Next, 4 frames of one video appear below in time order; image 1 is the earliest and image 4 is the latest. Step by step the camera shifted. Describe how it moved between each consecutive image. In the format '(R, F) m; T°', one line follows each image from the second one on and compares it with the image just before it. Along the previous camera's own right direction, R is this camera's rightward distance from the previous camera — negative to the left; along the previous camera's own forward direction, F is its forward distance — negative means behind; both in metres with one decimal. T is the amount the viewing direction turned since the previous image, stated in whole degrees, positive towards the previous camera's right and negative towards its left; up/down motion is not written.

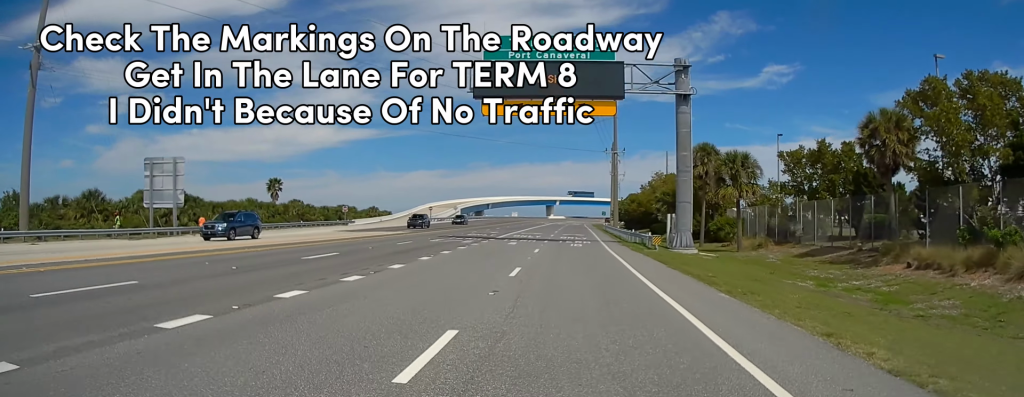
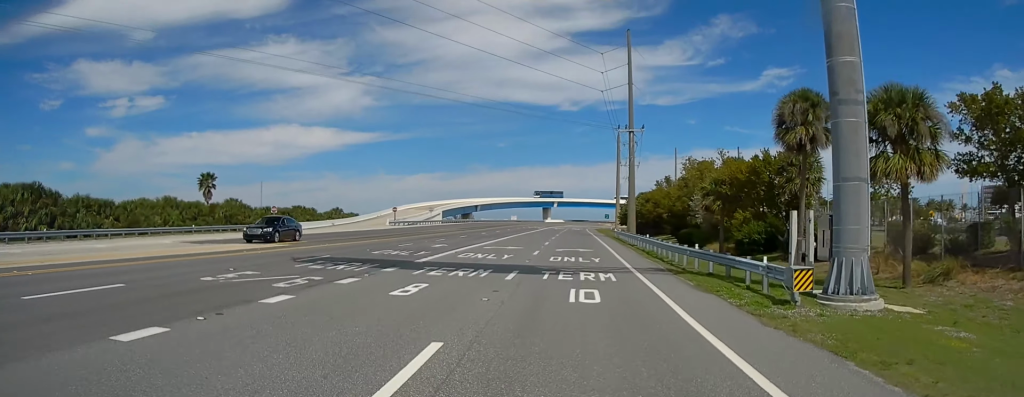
(-0.2, +24.5) m; -1°
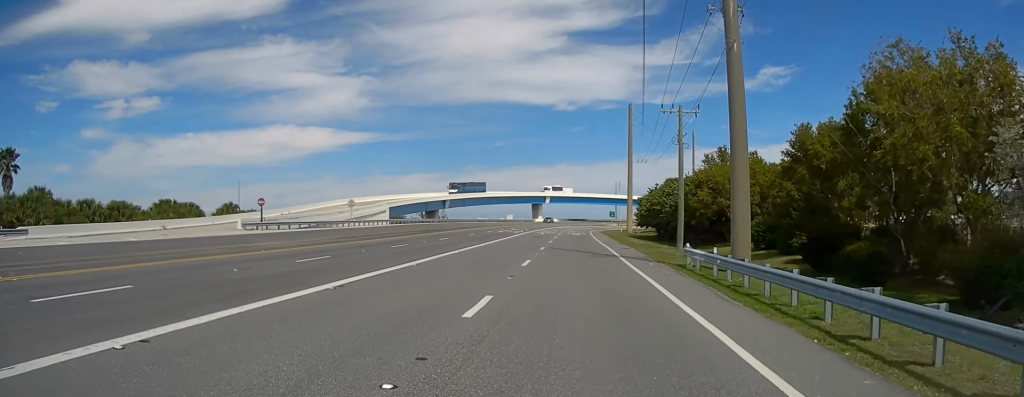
(+0.5, +42.7) m; +1°
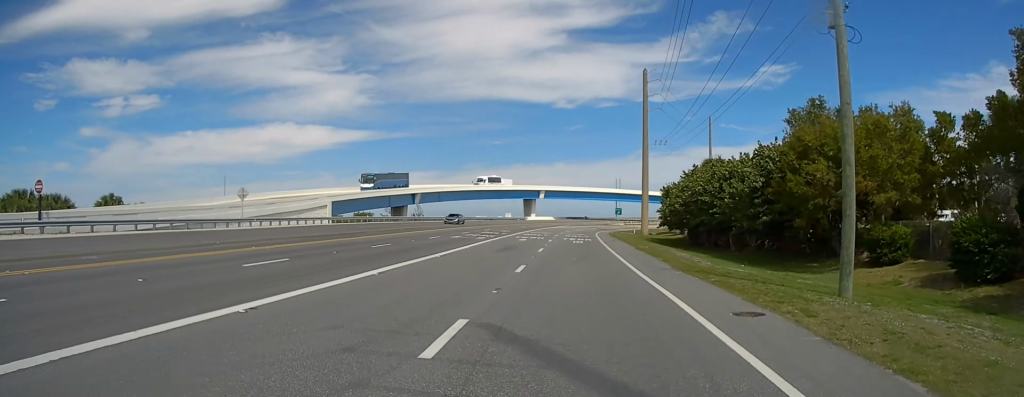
(0.0, +27.0) m; 0°
